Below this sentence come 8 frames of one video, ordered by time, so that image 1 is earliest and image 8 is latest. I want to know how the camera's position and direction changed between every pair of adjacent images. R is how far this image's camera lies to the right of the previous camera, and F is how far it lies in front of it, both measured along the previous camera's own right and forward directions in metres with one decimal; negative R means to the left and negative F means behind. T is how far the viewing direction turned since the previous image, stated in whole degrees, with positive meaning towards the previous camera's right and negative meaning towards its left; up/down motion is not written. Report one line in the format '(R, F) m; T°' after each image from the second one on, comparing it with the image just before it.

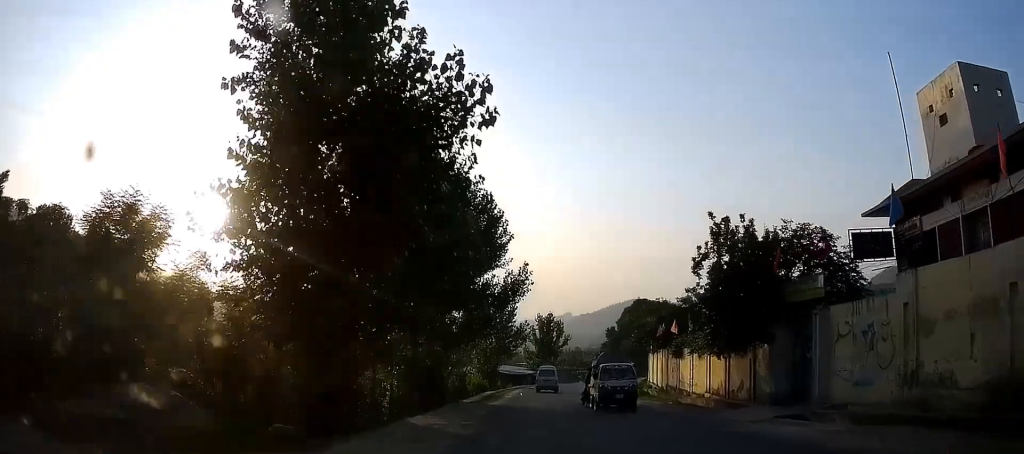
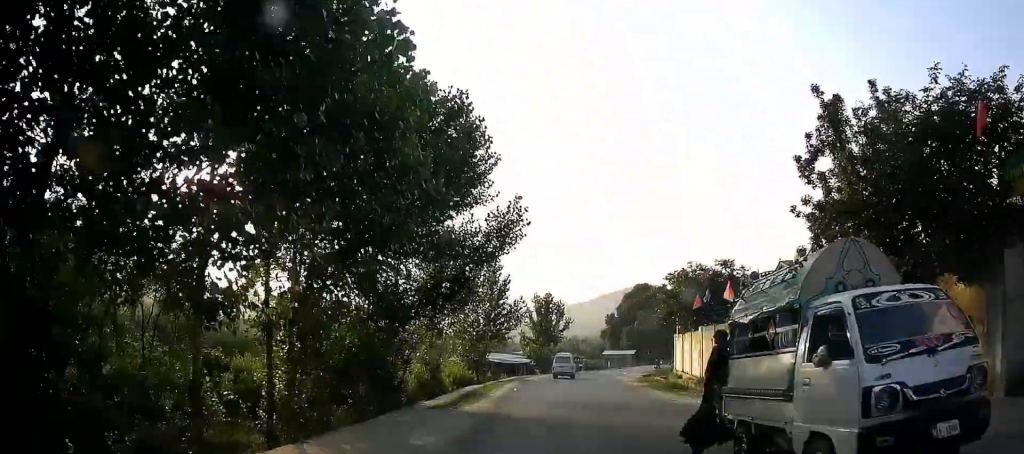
(+0.4, +9.8) m; +1°
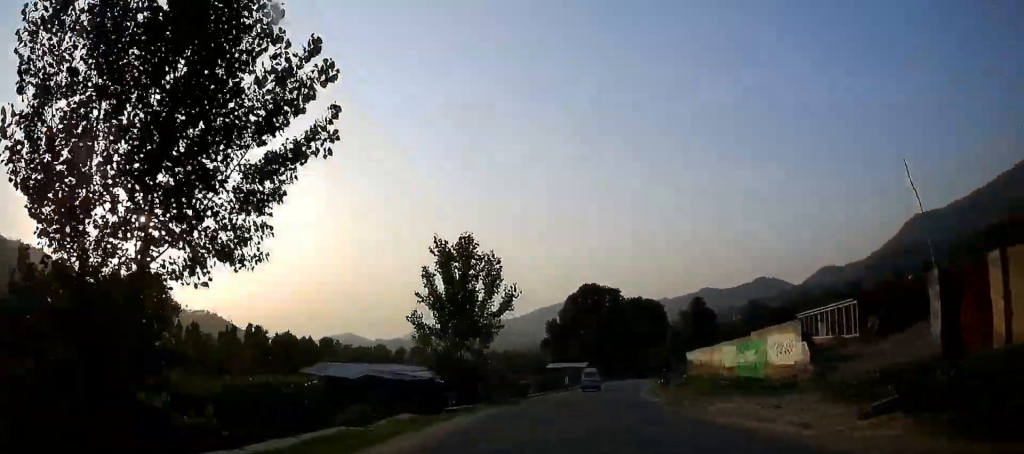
(+0.6, +34.6) m; +4°
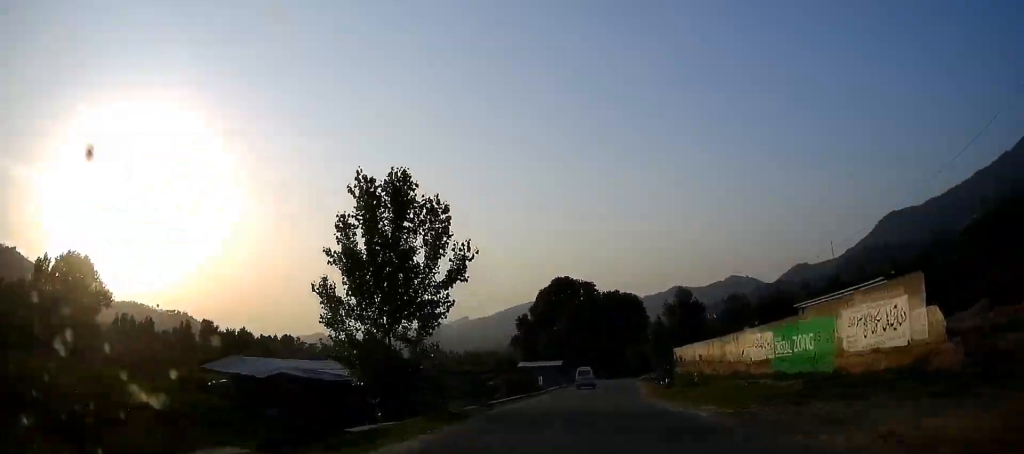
(+0.2, +10.5) m; +4°
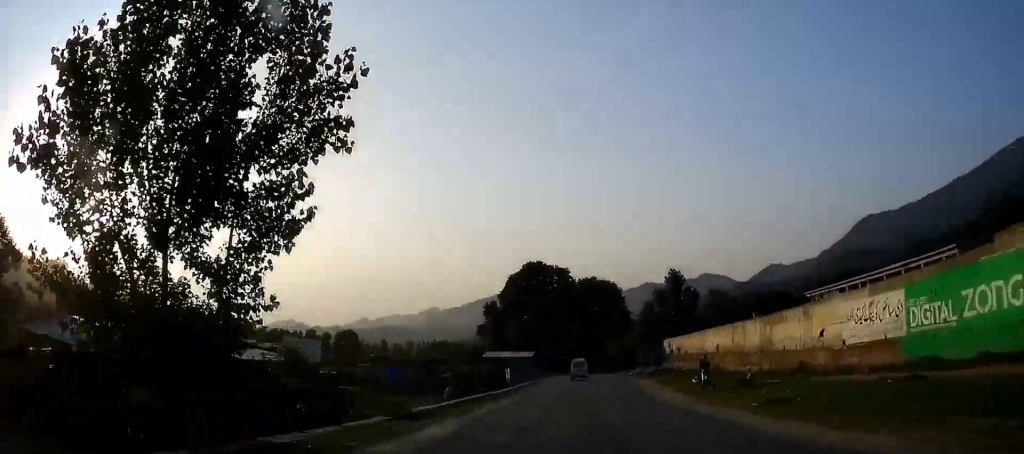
(+0.6, +13.4) m; +3°
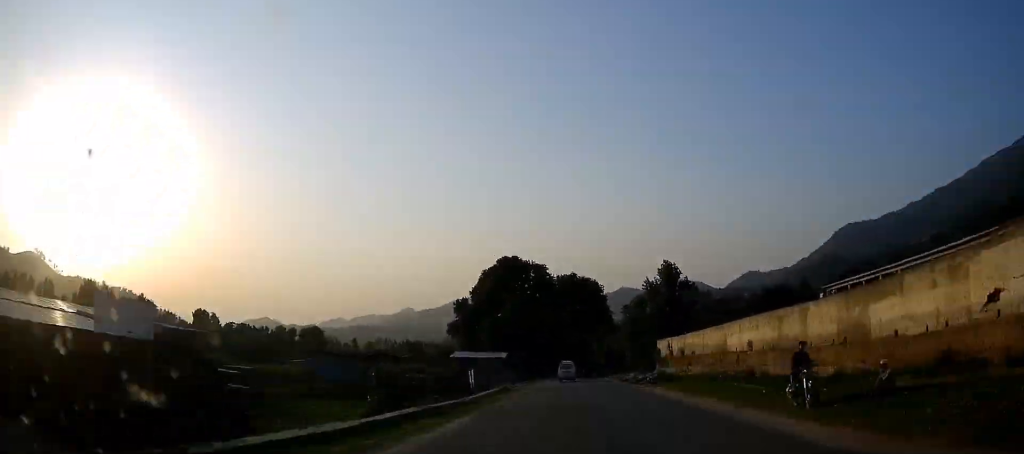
(+0.2, +10.9) m; +2°
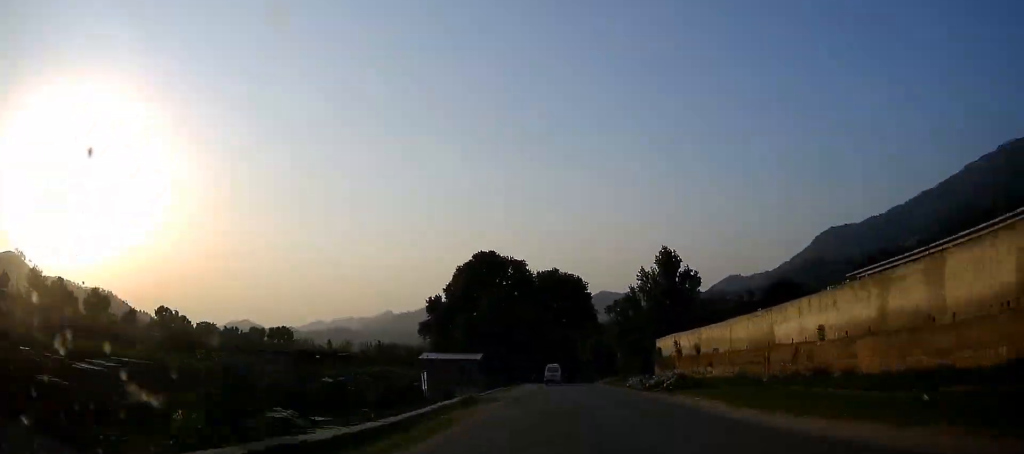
(+0.1, +10.4) m; +2°
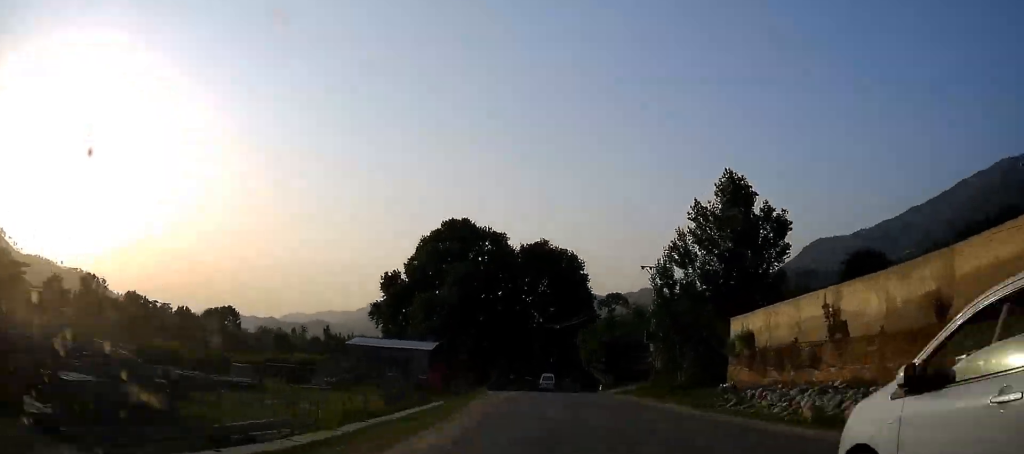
(+1.1, +27.2) m; +3°
